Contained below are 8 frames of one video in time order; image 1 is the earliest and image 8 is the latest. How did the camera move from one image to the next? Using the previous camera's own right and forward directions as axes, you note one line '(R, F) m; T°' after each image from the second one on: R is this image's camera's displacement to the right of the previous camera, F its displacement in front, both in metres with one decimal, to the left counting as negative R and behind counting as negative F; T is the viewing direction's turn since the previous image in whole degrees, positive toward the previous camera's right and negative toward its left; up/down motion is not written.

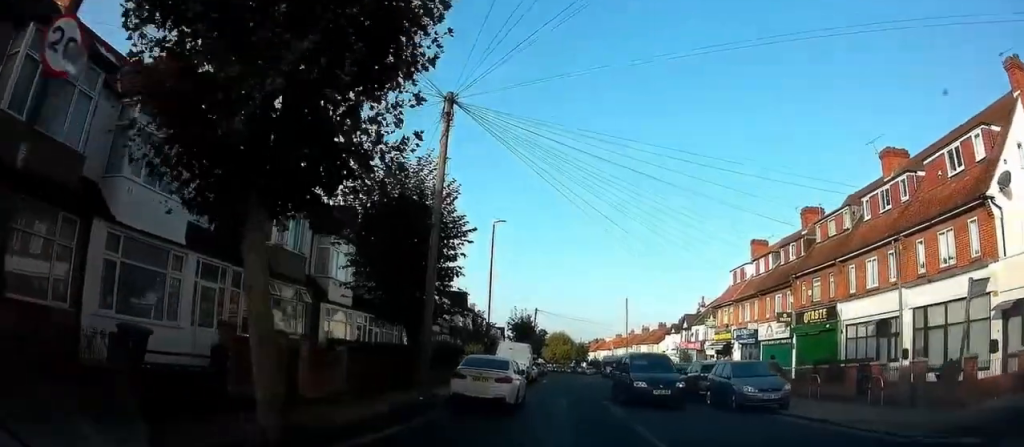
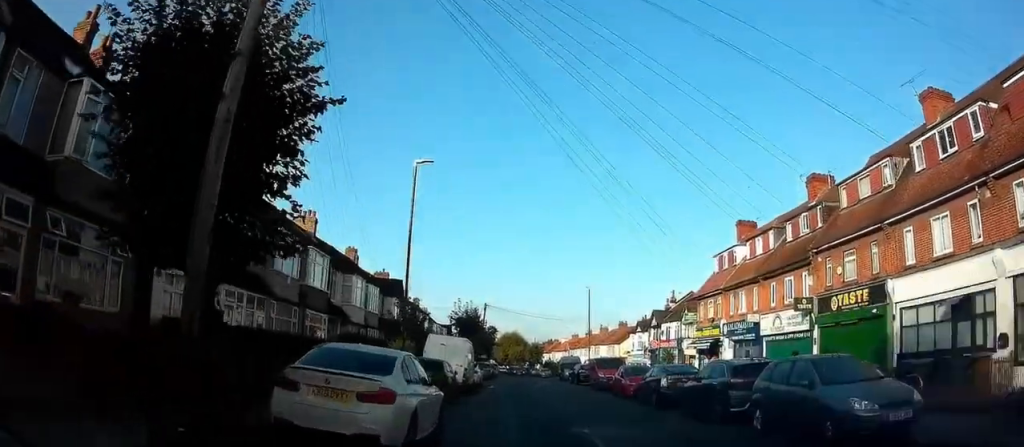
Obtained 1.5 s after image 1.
(-0.4, +8.7) m; -3°
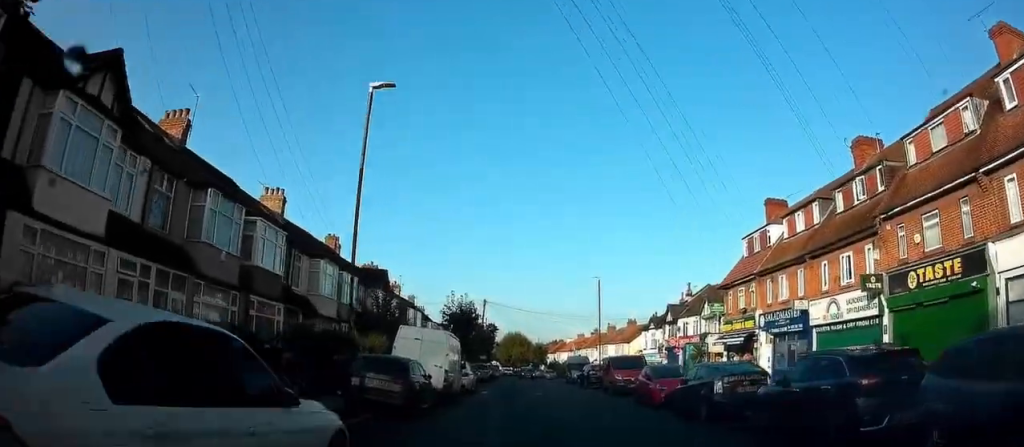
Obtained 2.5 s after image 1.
(0.0, +4.9) m; 0°
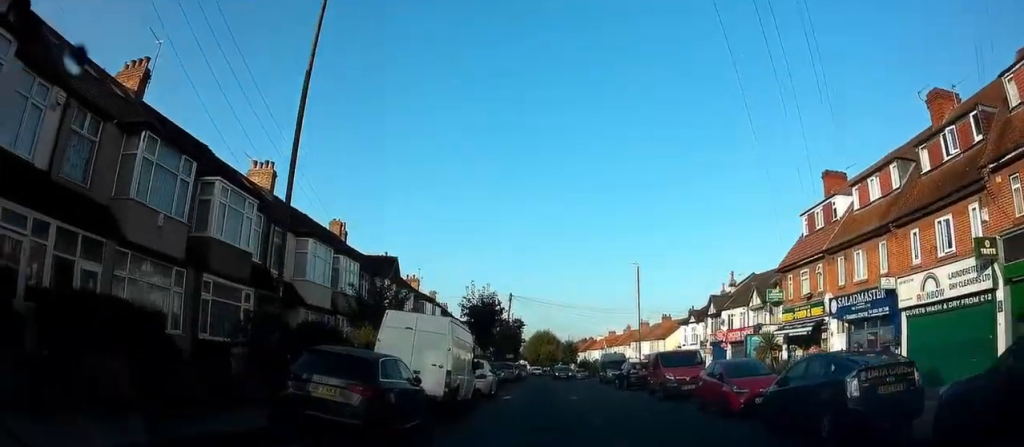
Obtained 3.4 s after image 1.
(0.0, +4.1) m; 0°
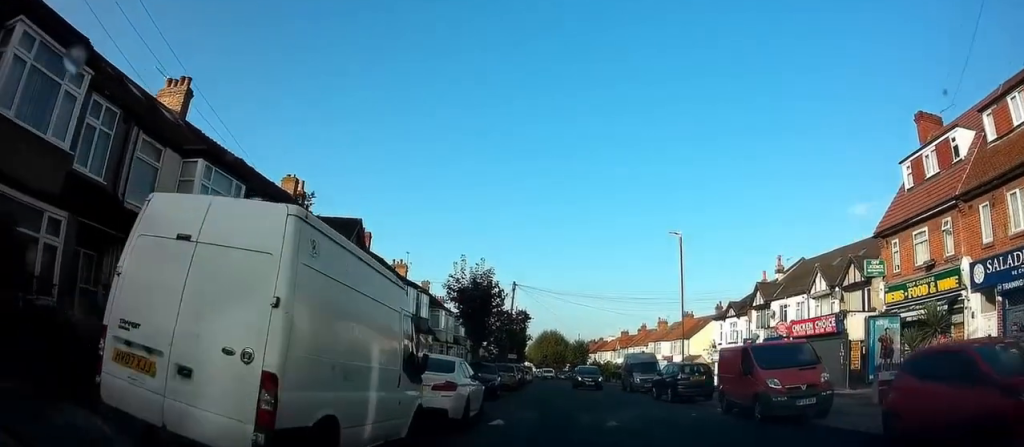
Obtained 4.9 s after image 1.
(0.0, +9.5) m; -2°
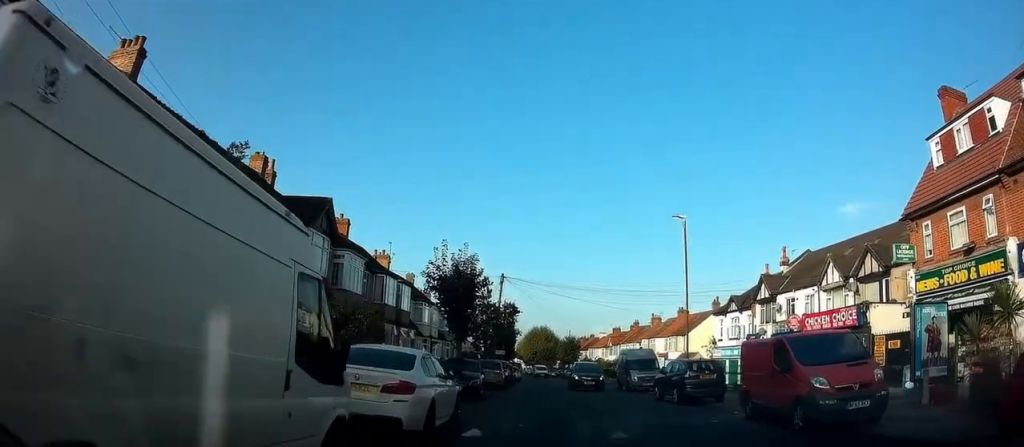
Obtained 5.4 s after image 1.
(0.0, +2.9) m; -1°
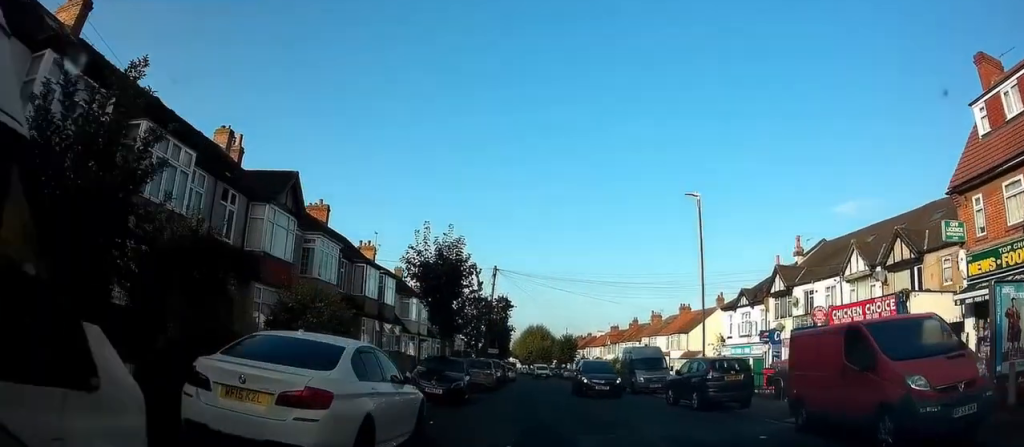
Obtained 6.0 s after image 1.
(-0.1, +3.4) m; -1°
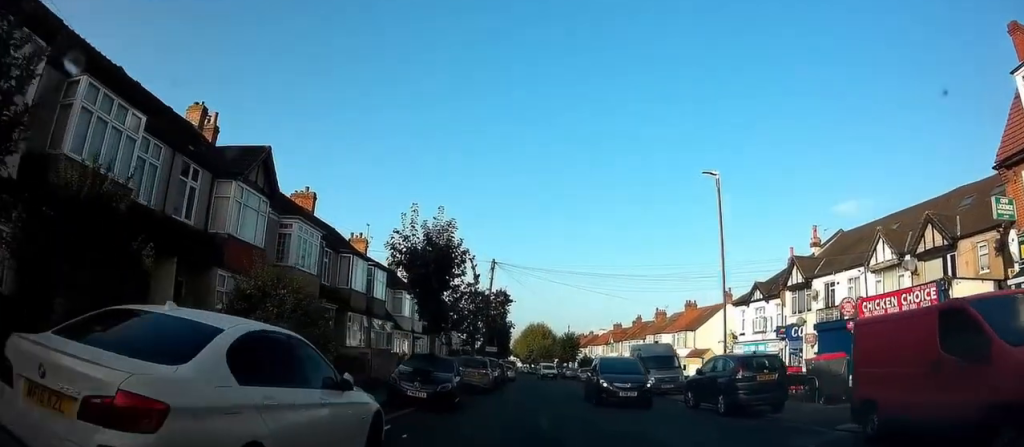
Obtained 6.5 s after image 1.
(0.0, +2.7) m; 0°
